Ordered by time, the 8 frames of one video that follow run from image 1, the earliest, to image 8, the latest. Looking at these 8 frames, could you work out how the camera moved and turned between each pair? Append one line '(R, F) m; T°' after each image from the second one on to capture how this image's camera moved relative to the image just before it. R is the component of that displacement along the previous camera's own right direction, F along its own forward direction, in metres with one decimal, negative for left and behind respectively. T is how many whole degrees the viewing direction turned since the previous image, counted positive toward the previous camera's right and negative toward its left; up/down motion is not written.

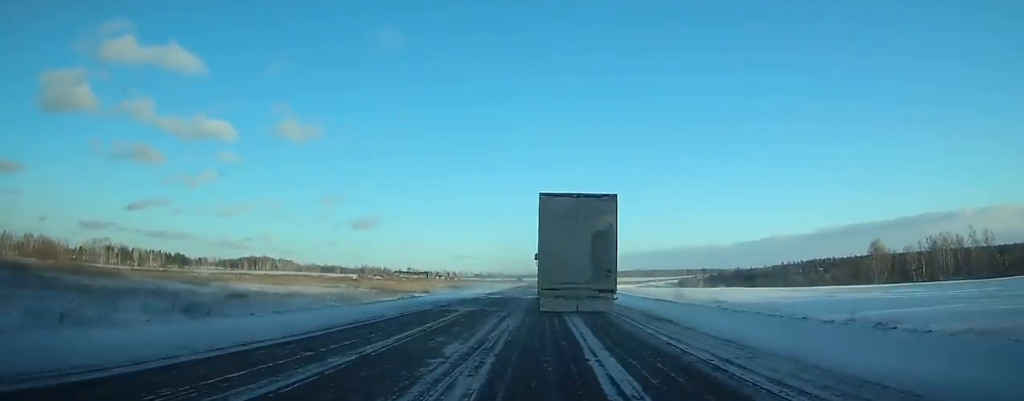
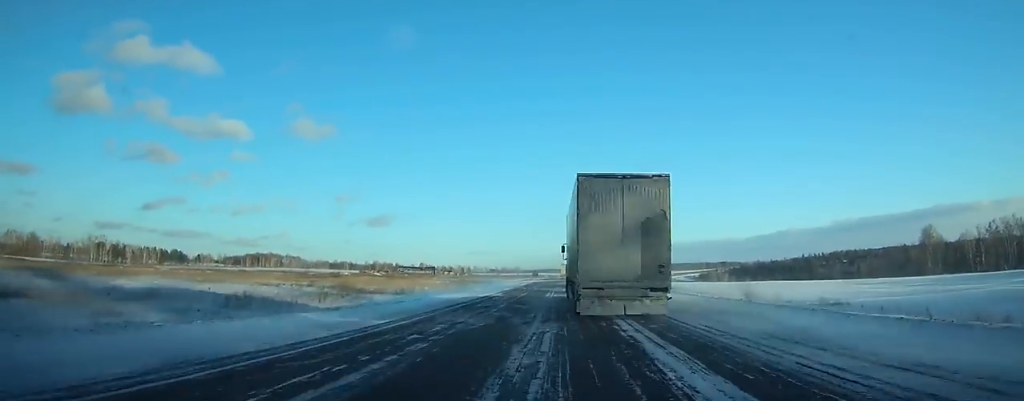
(-0.2, +30.7) m; -1°
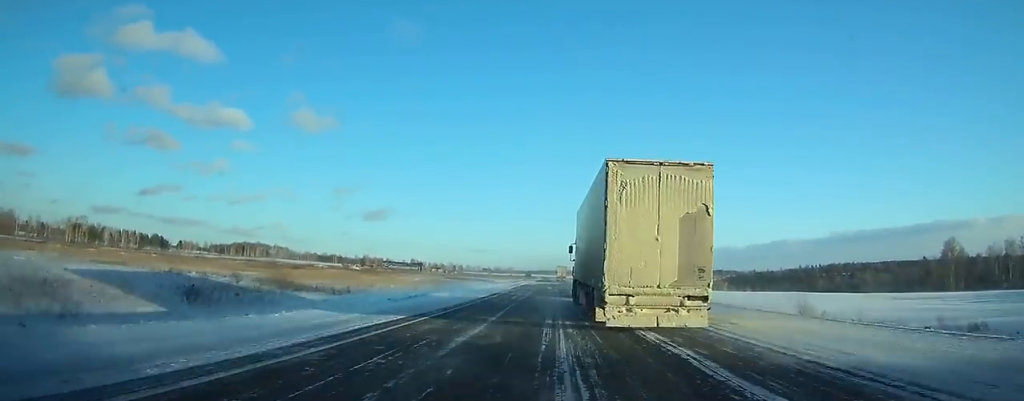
(-0.1, +20.1) m; 0°
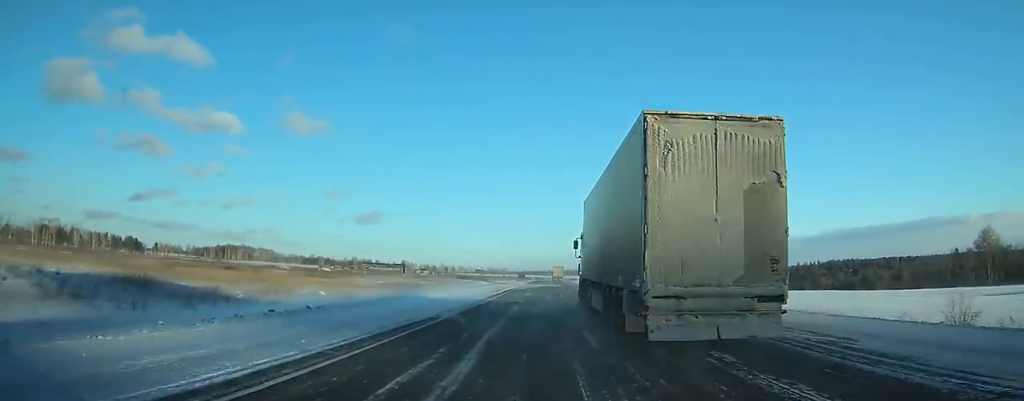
(-0.1, +26.4) m; 0°
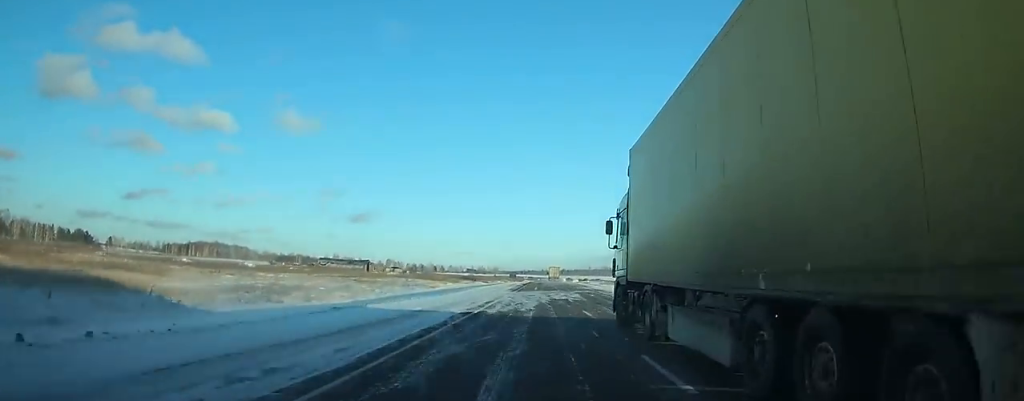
(+0.1, +50.8) m; +1°
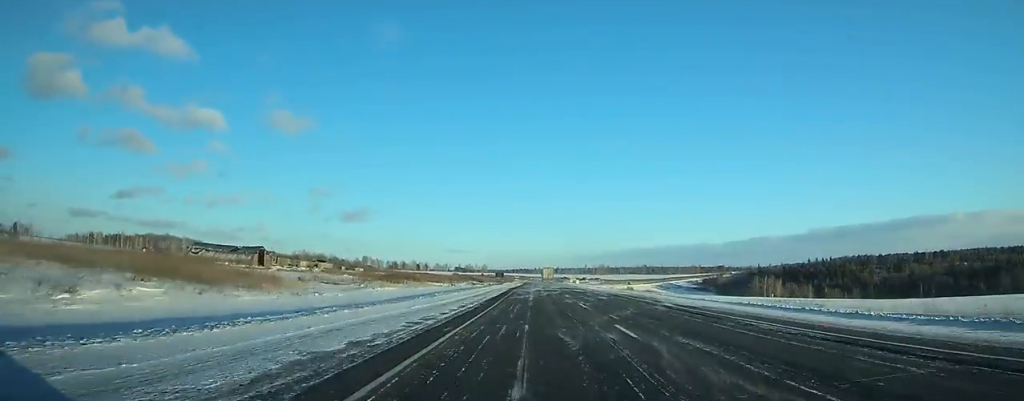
(+1.0, +87.5) m; +1°
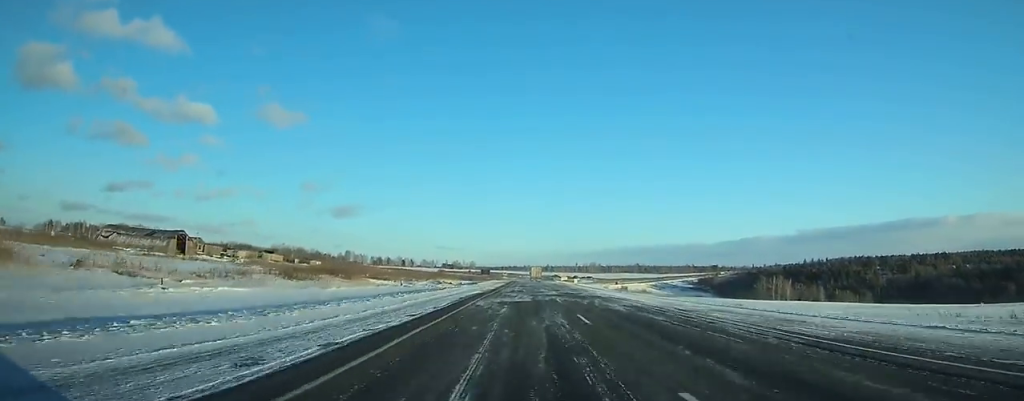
(+0.1, +32.7) m; +1°
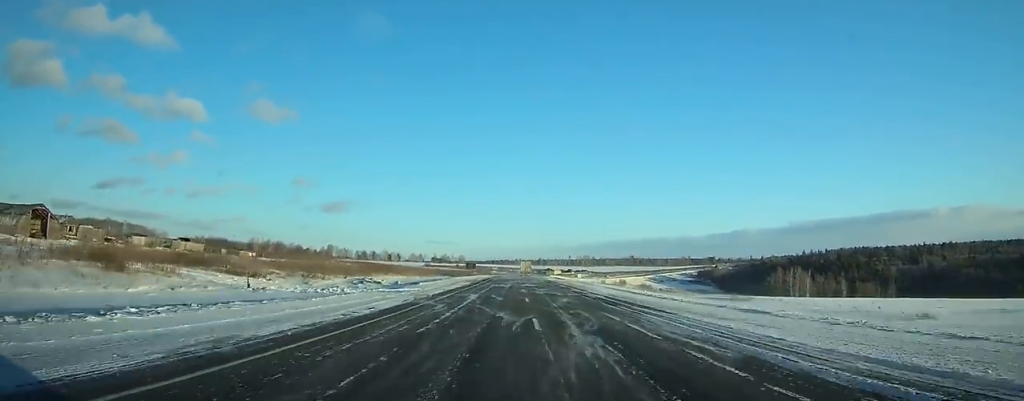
(+0.2, +39.0) m; +1°
